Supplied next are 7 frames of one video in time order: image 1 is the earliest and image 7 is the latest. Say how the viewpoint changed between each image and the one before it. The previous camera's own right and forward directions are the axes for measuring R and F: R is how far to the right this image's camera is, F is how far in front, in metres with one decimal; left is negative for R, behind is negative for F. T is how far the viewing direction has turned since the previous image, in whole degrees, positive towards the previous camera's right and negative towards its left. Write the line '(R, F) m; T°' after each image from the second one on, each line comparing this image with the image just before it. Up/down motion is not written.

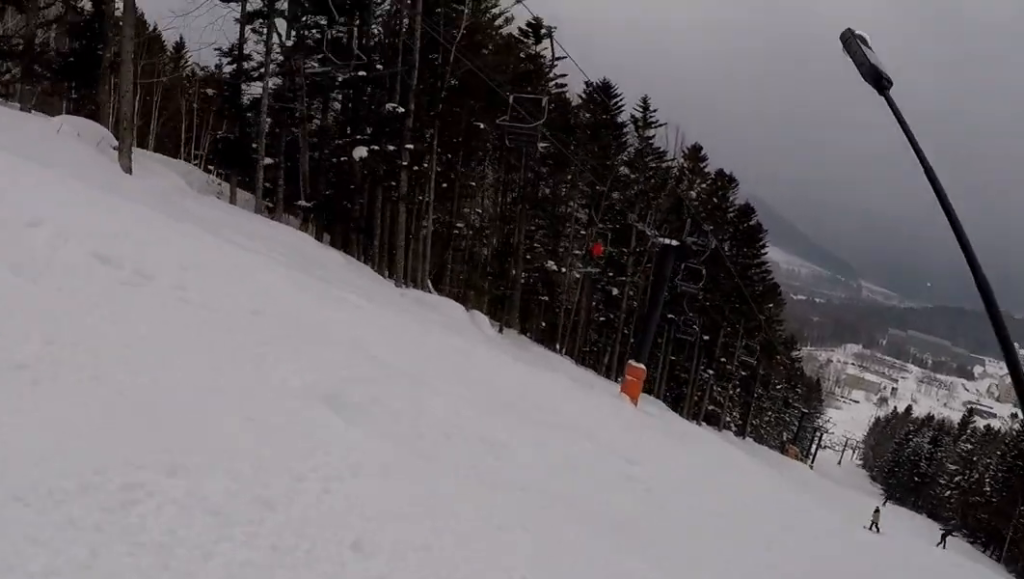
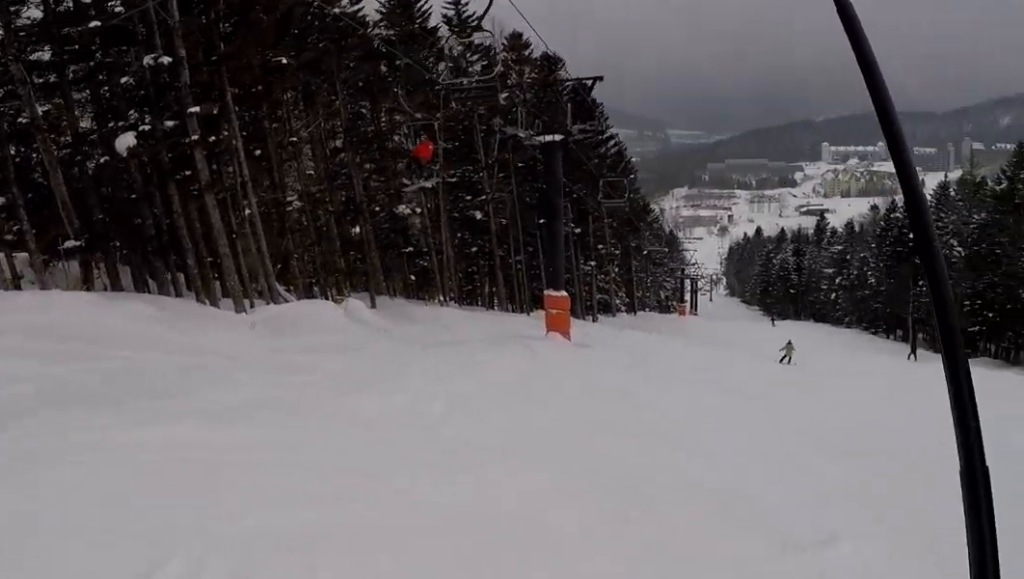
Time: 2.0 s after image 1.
(+2.4, +6.0) m; +53°
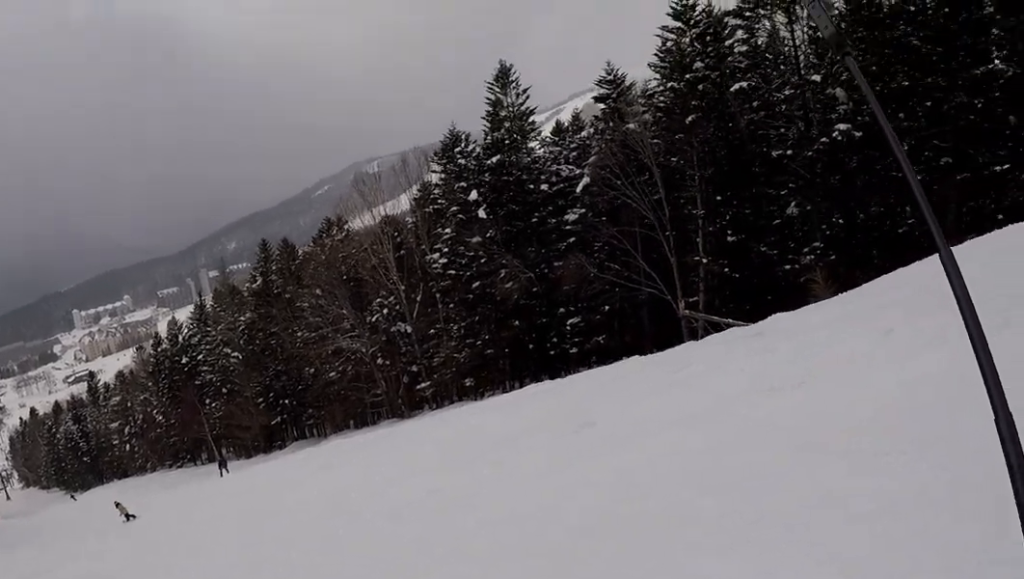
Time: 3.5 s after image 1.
(+1.9, +5.5) m; +29°
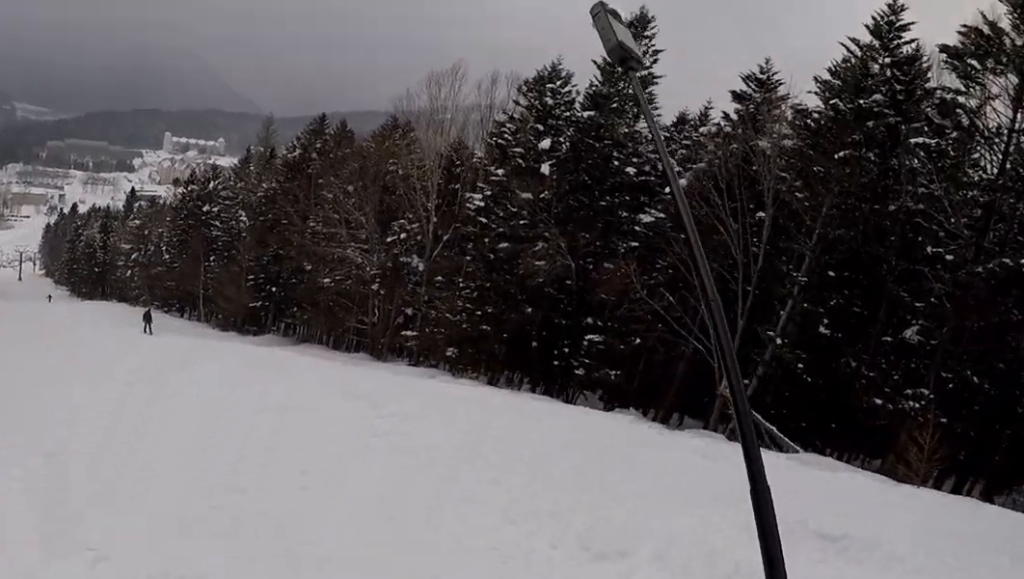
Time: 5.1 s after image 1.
(0.0, +7.2) m; -15°
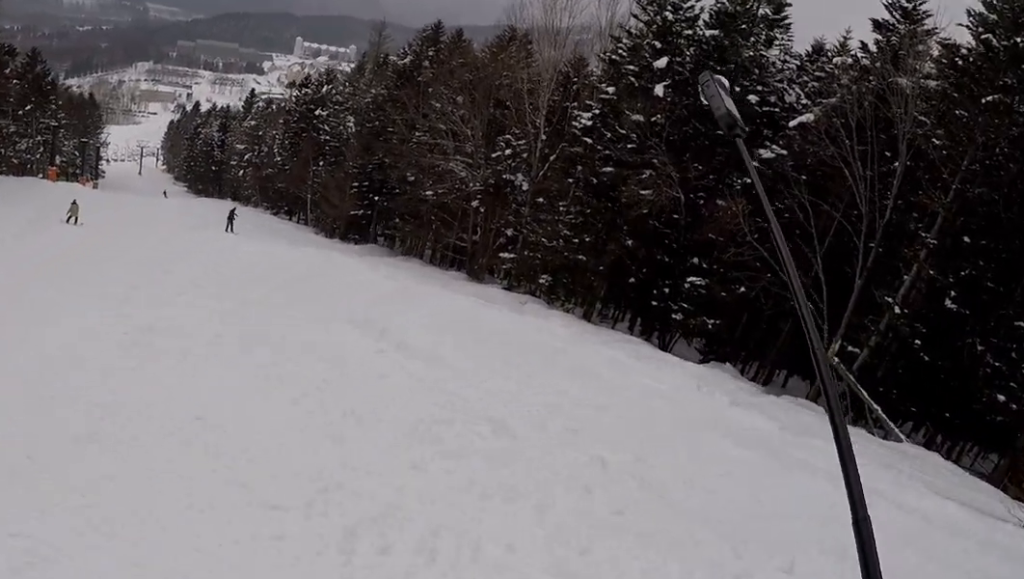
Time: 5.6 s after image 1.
(+0.4, +2.3) m; -17°
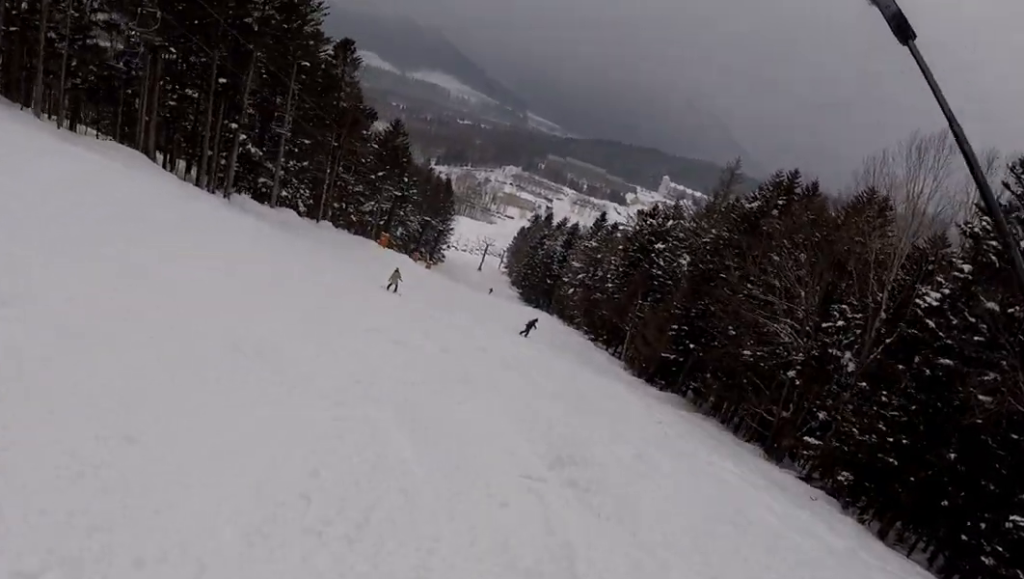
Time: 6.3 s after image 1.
(-1.4, +2.6) m; -29°
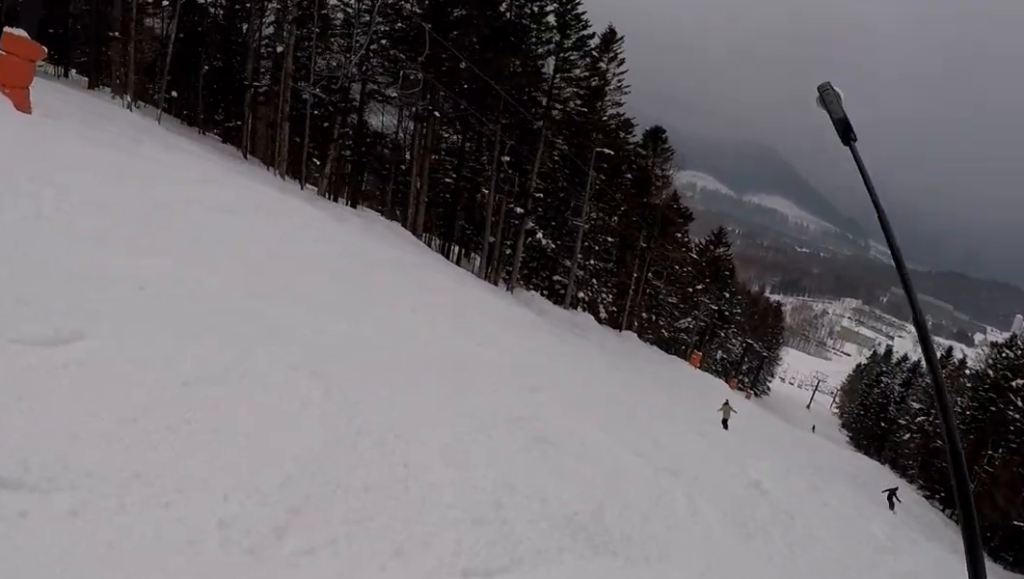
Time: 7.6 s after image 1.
(-1.9, +5.1) m; -40°
